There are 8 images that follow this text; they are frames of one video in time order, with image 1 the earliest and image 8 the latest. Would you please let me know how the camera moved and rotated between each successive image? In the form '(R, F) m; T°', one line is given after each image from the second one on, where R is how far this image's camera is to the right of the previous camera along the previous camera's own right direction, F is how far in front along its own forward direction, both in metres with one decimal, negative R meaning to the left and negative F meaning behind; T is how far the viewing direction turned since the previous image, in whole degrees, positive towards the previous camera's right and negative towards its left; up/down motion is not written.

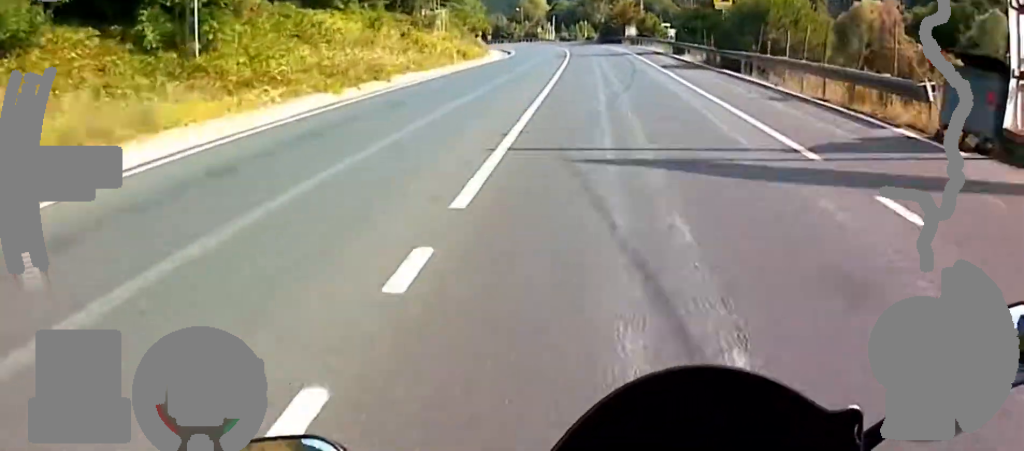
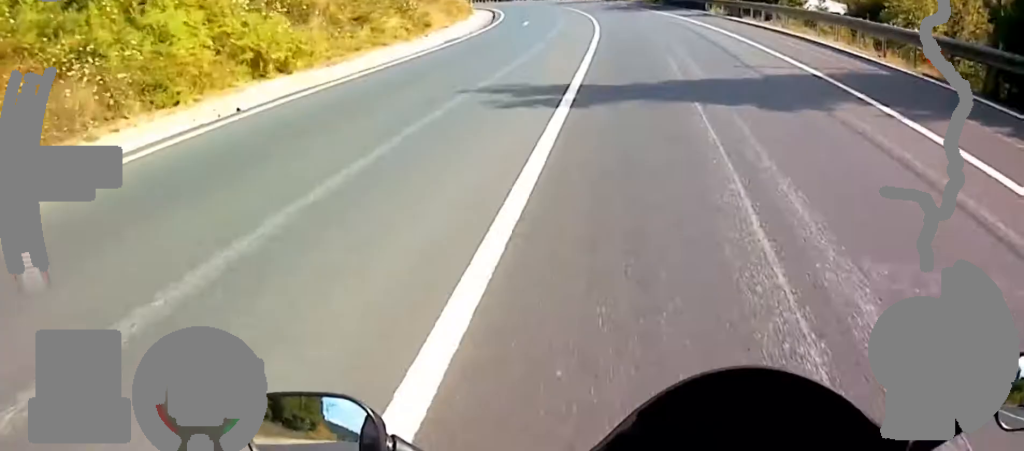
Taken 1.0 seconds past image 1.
(0.0, +33.9) m; -1°
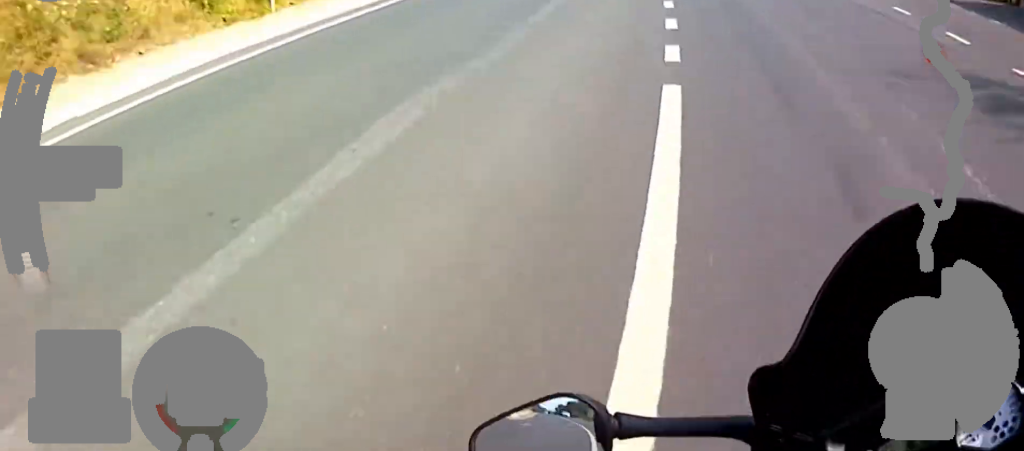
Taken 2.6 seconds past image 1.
(-2.8, +51.4) m; -10°
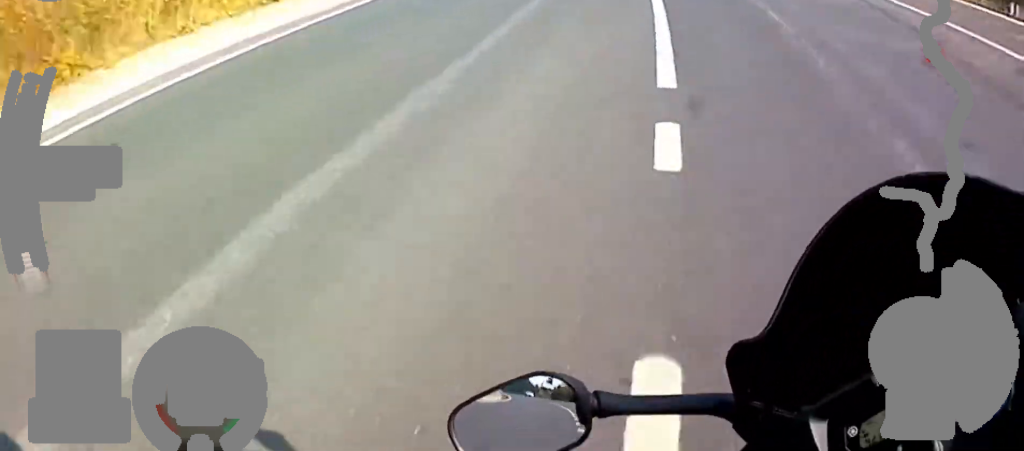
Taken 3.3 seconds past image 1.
(-1.3, +20.2) m; -5°
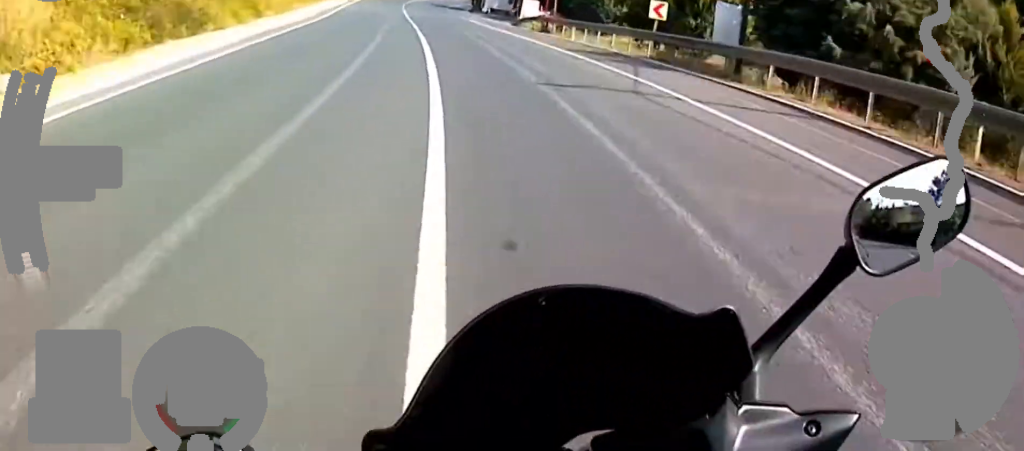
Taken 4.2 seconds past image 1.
(-1.2, +24.7) m; -3°
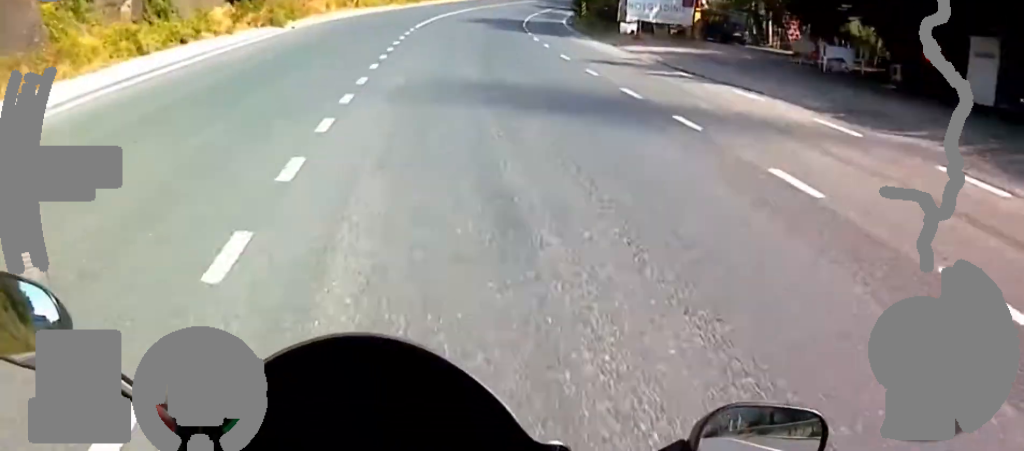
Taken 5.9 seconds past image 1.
(-1.0, +46.3) m; -2°
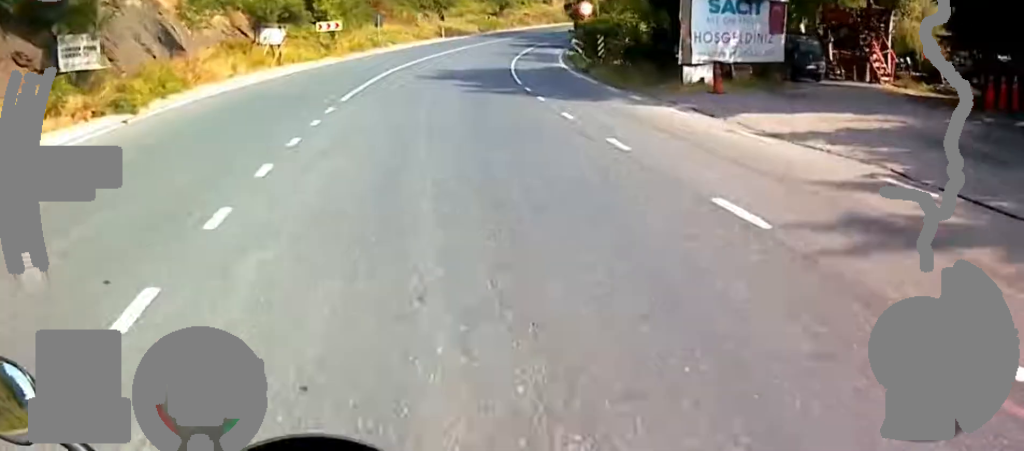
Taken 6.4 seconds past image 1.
(0.0, +12.1) m; 0°
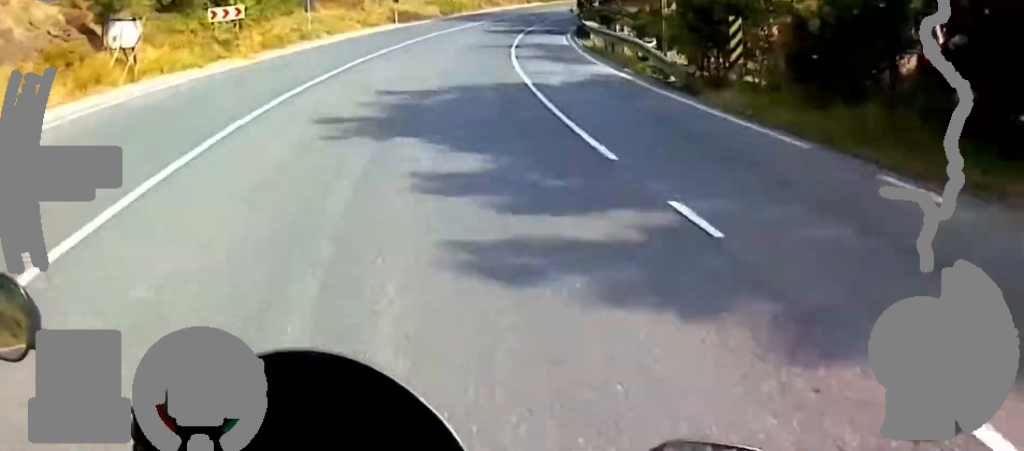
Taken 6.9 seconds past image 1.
(0.0, +13.8) m; 0°
